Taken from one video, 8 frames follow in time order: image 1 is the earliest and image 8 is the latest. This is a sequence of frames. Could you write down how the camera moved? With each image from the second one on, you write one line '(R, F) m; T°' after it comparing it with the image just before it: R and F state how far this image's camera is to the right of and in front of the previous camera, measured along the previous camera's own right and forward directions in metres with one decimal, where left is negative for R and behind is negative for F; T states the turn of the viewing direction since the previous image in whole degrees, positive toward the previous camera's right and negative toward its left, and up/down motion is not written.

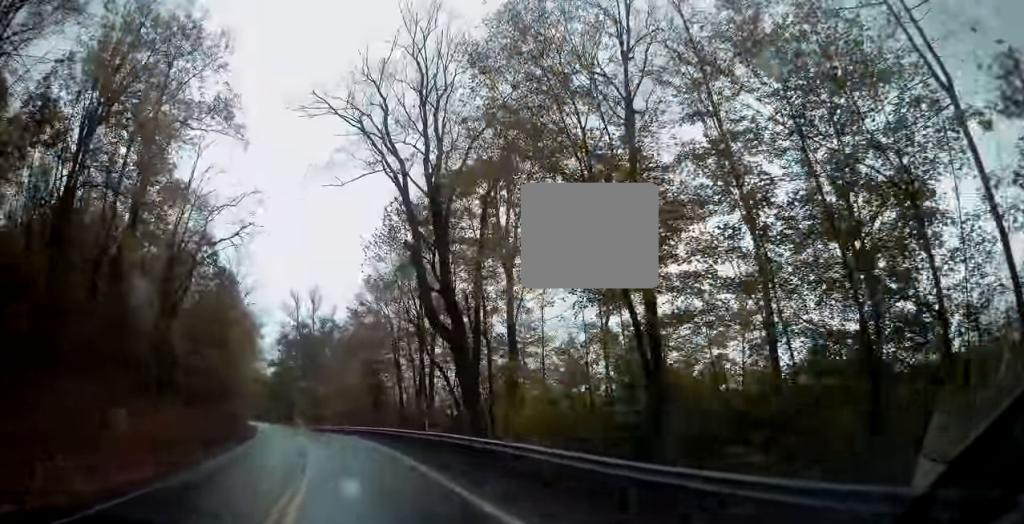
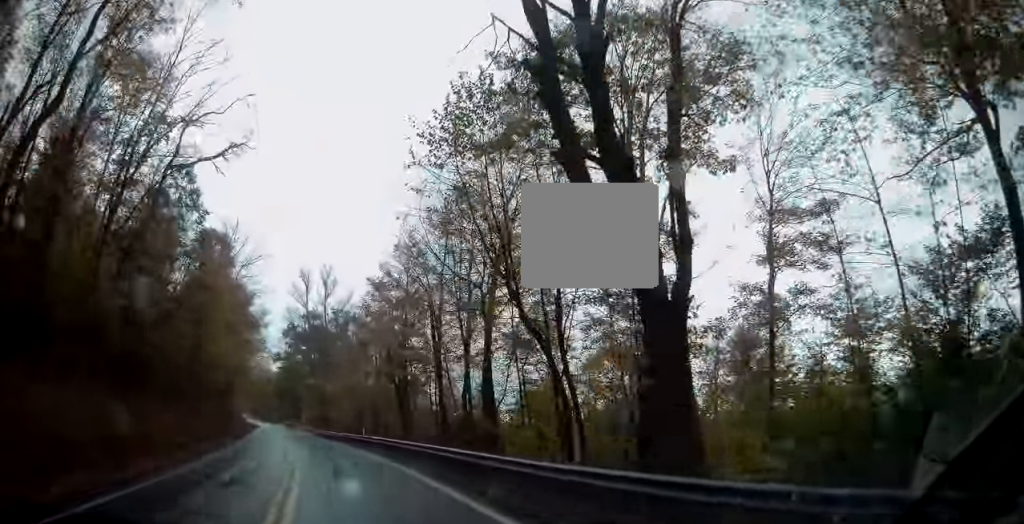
(+0.2, +16.1) m; 0°
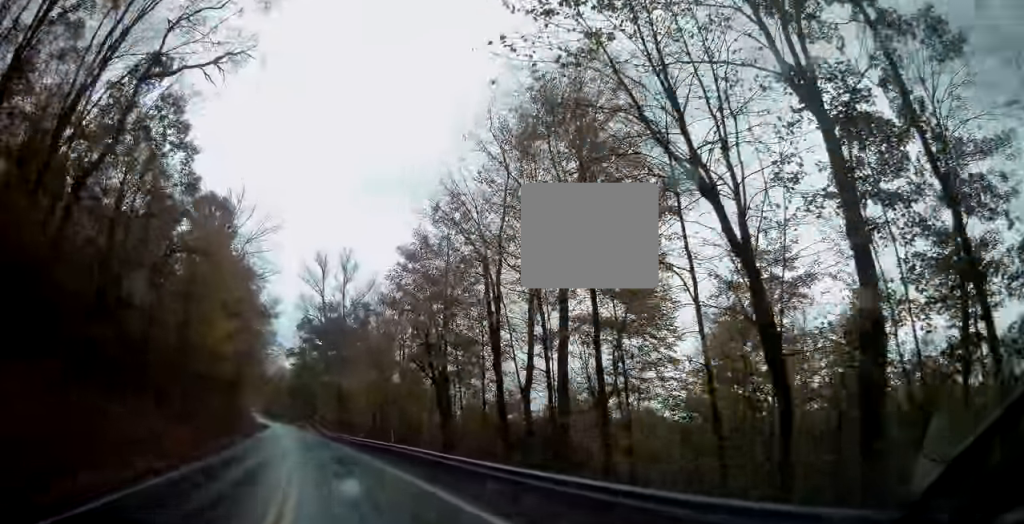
(+0.1, +10.5) m; -1°
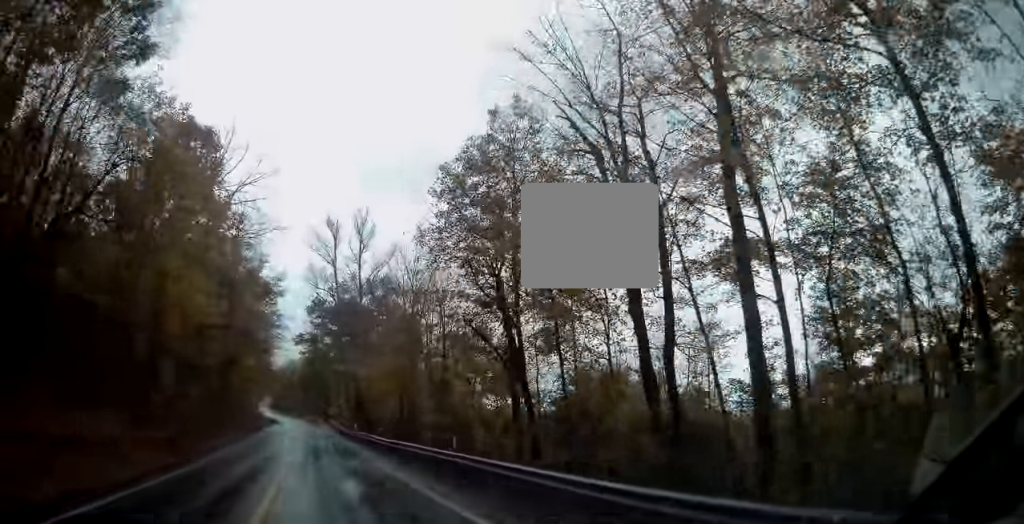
(-0.1, +13.4) m; -2°
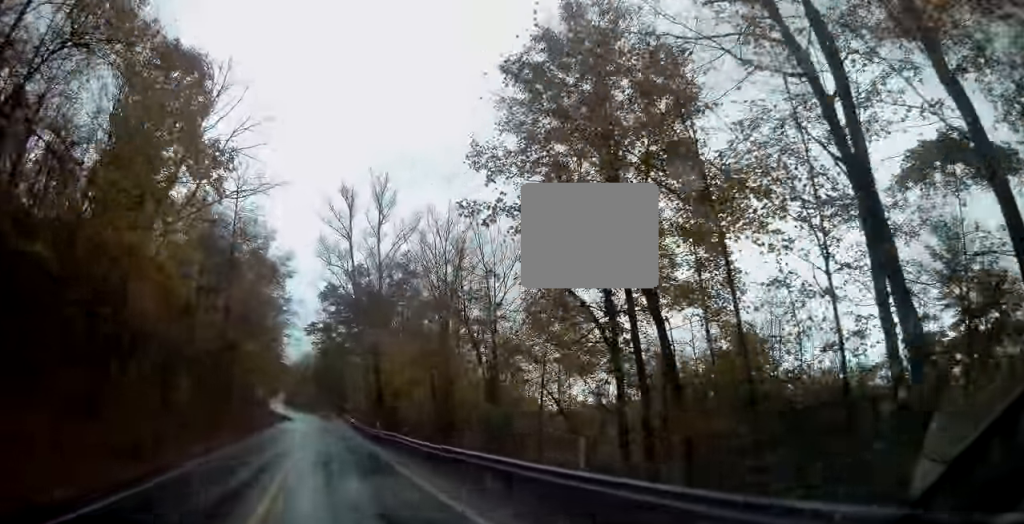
(0.0, +9.2) m; -1°
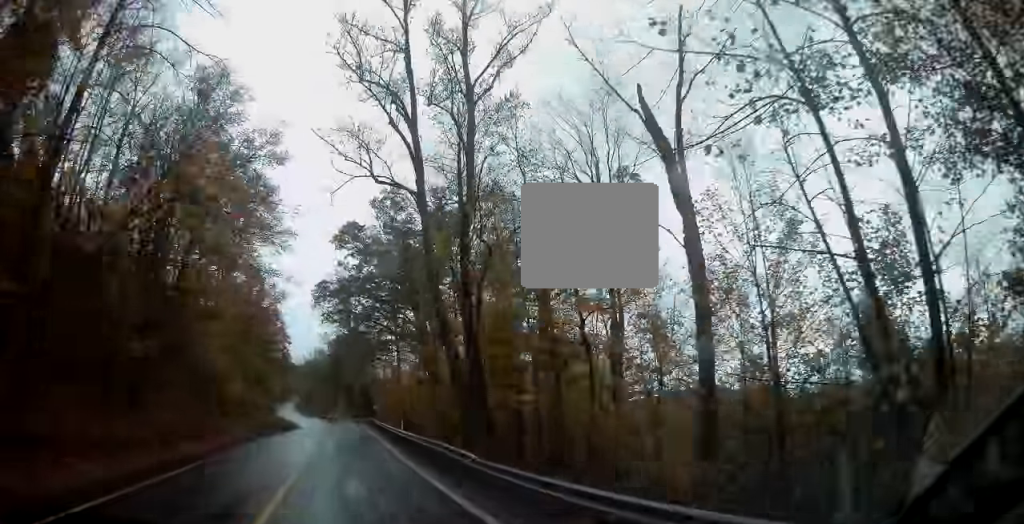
(-1.2, +35.4) m; -3°
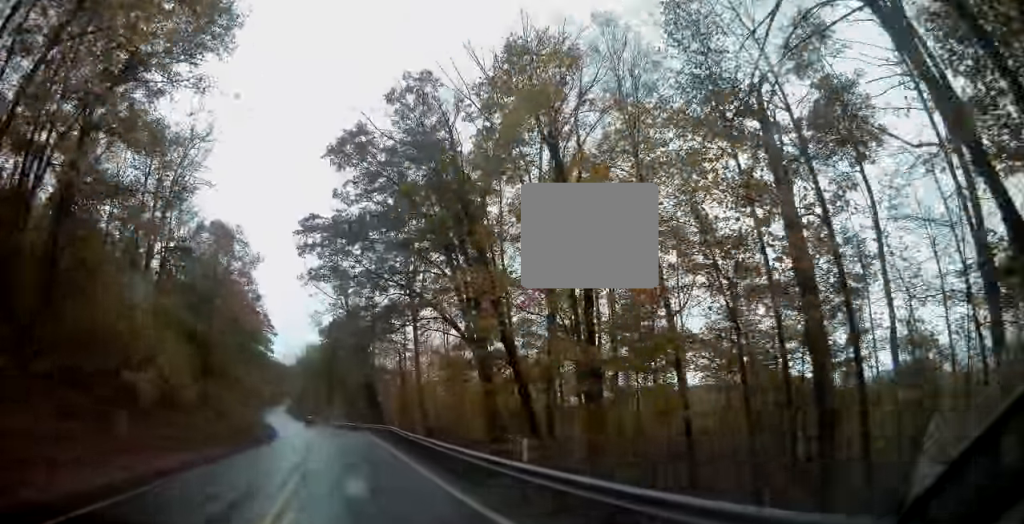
(-0.2, +24.0) m; -1°
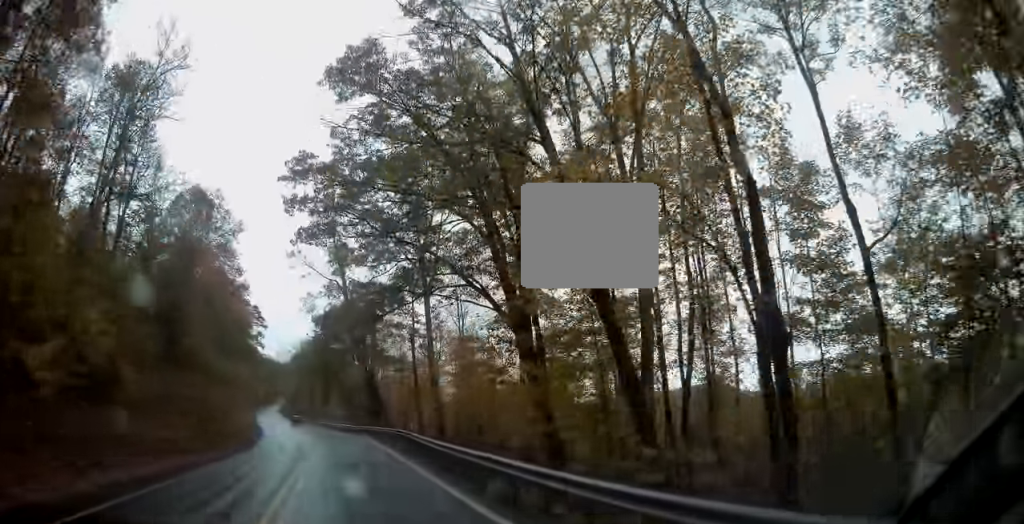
(-0.1, +11.0) m; 0°
